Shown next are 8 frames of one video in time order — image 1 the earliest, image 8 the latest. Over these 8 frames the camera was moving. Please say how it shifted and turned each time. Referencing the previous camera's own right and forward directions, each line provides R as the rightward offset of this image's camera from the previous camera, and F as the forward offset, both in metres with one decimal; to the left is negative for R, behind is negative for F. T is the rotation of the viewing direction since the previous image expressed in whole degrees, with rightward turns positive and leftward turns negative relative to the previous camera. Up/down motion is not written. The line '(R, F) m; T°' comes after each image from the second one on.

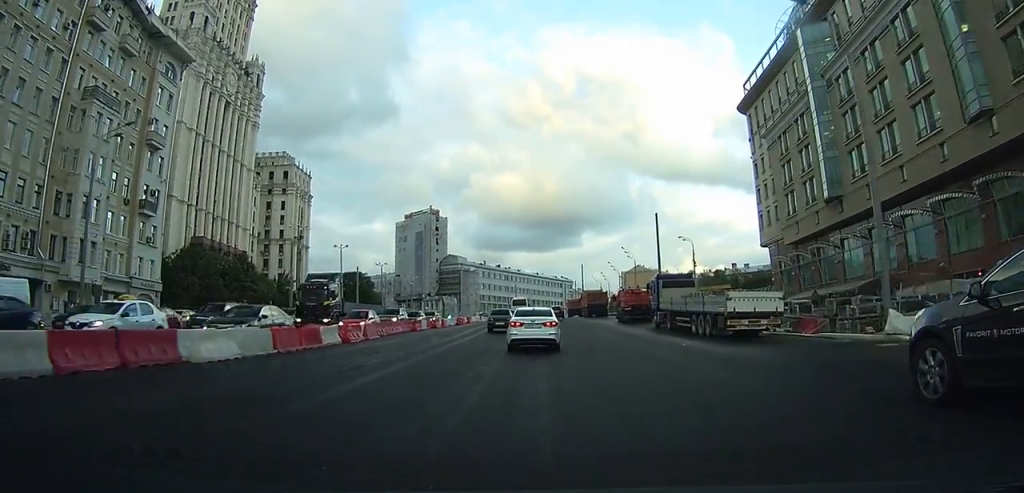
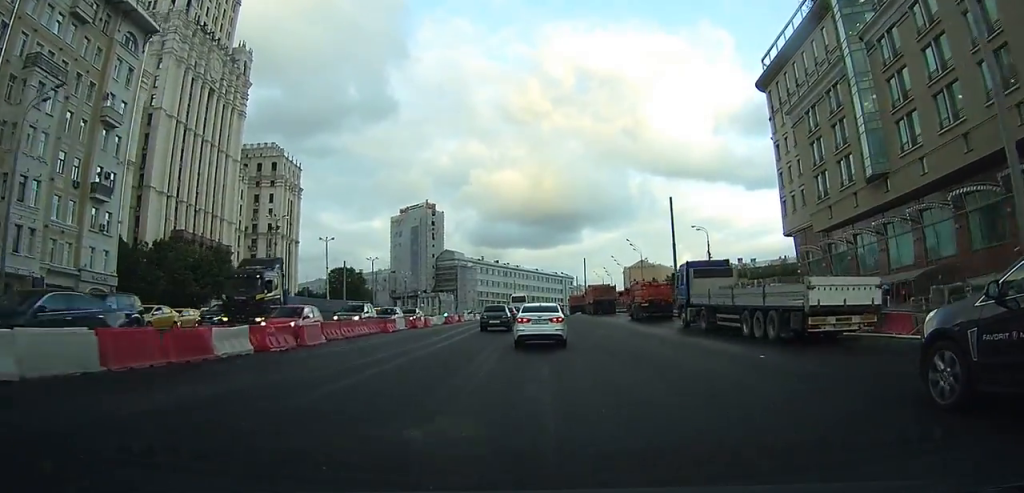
(+0.1, +7.1) m; +1°
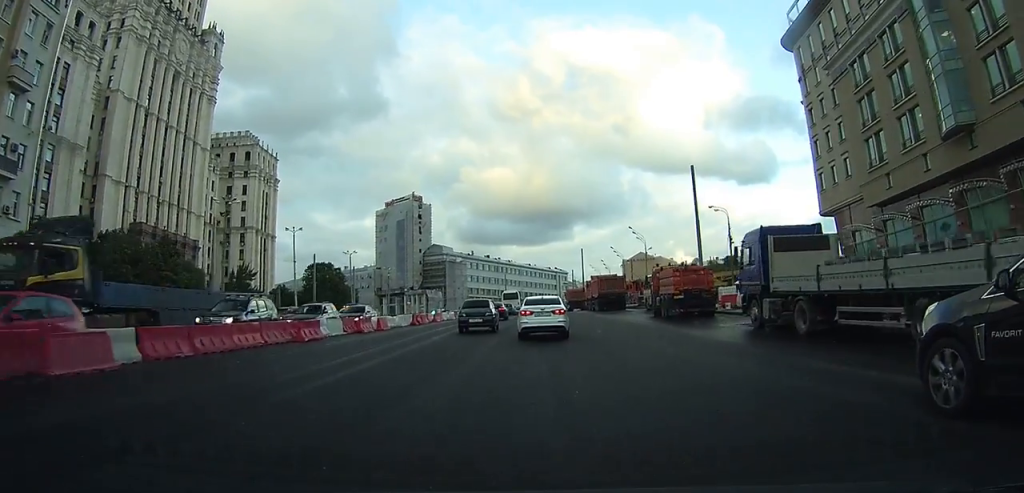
(+0.1, +10.7) m; +1°
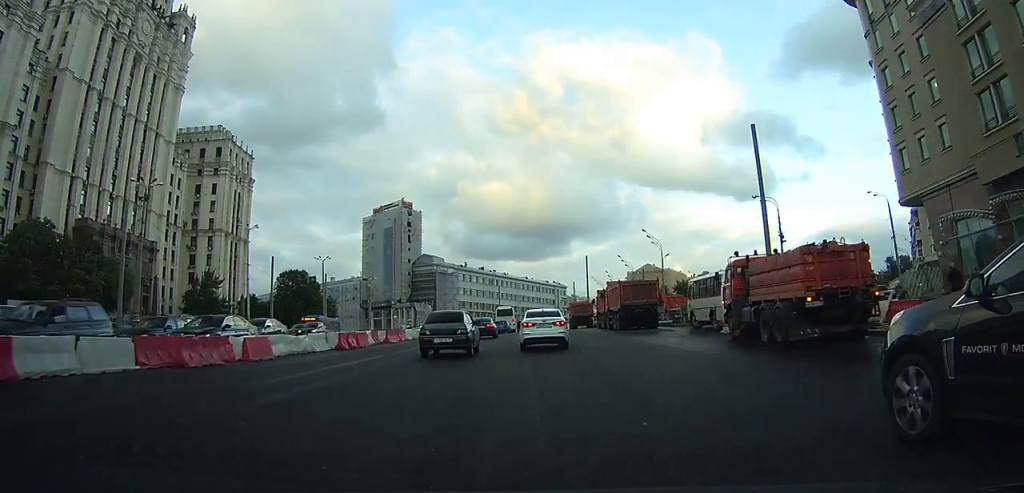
(0.0, +14.1) m; 0°
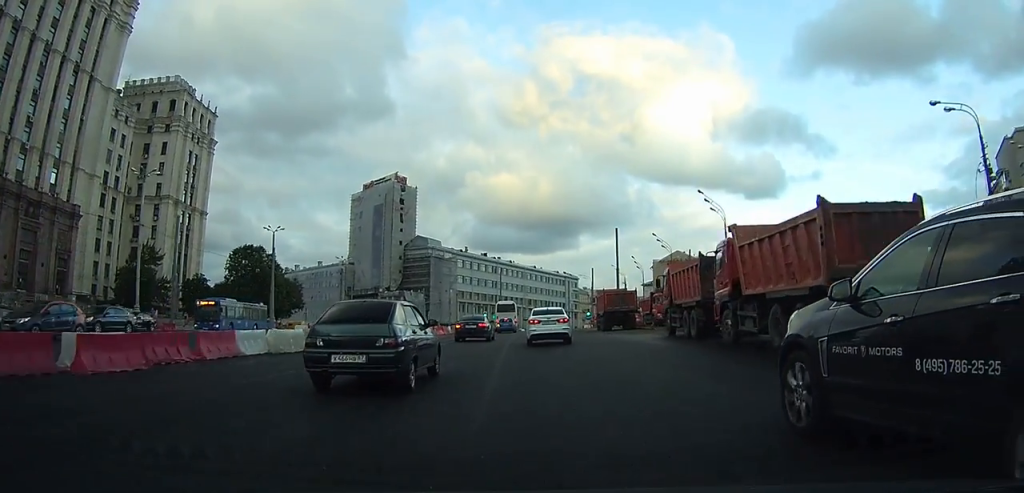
(+0.1, +24.3) m; 0°
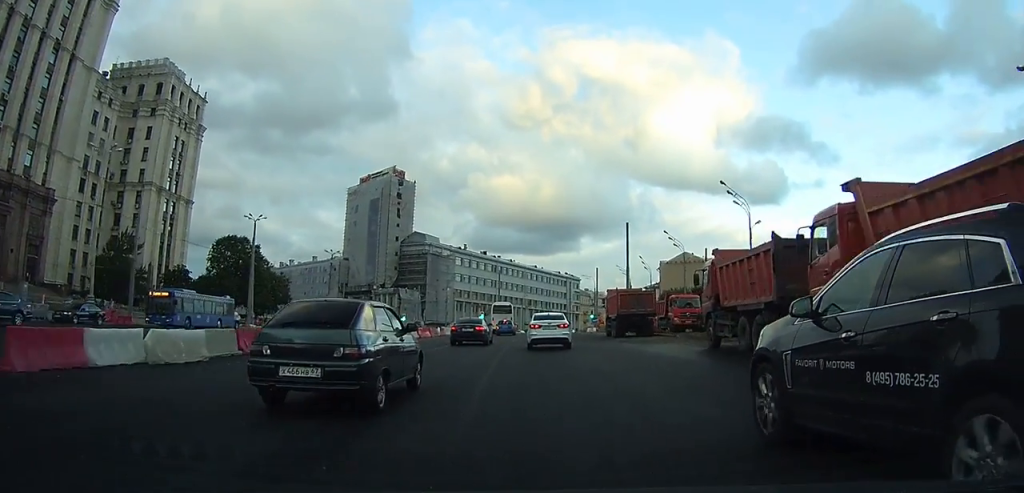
(0.0, +6.5) m; 0°
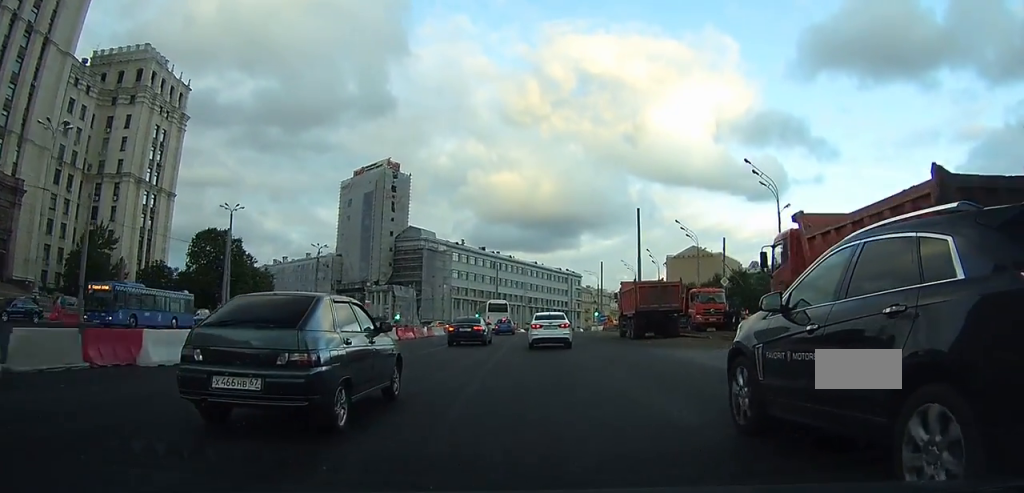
(0.0, +6.5) m; 0°
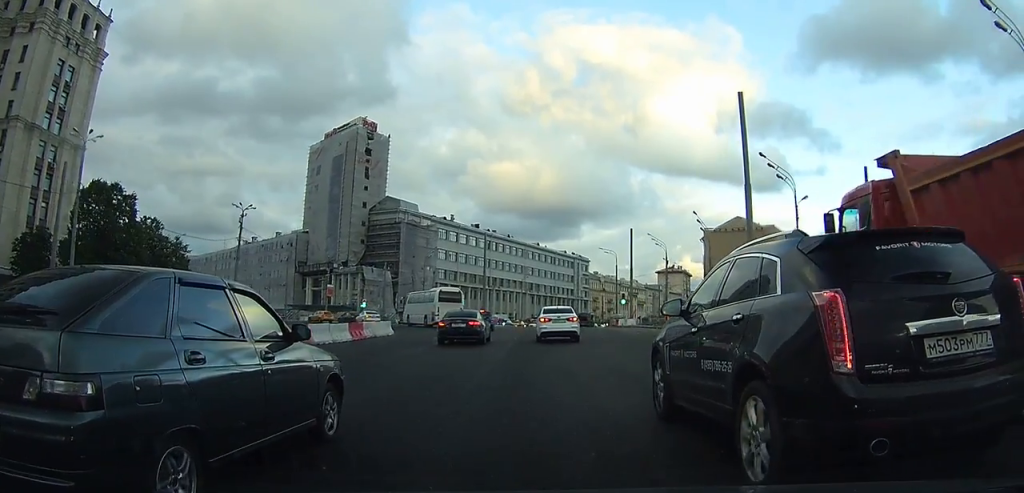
(-0.4, +26.6) m; 0°
